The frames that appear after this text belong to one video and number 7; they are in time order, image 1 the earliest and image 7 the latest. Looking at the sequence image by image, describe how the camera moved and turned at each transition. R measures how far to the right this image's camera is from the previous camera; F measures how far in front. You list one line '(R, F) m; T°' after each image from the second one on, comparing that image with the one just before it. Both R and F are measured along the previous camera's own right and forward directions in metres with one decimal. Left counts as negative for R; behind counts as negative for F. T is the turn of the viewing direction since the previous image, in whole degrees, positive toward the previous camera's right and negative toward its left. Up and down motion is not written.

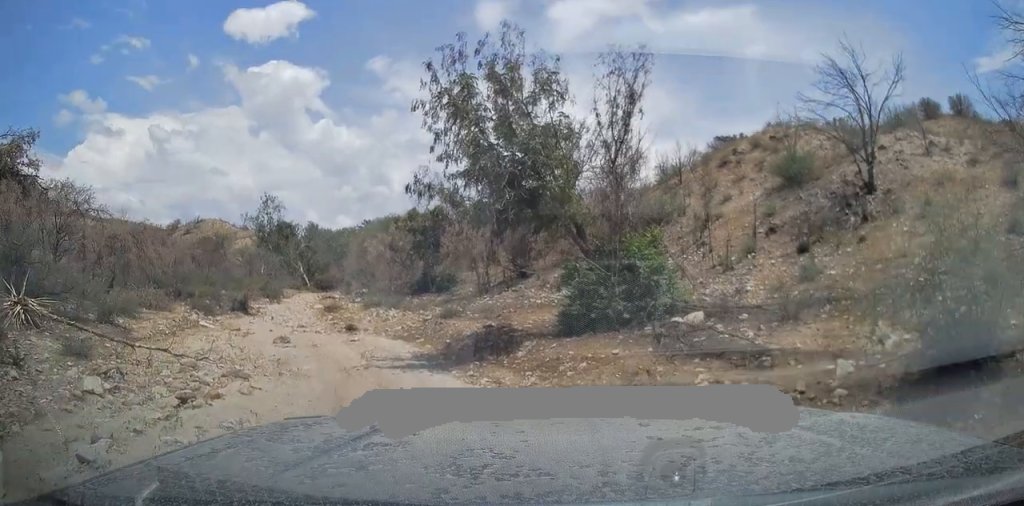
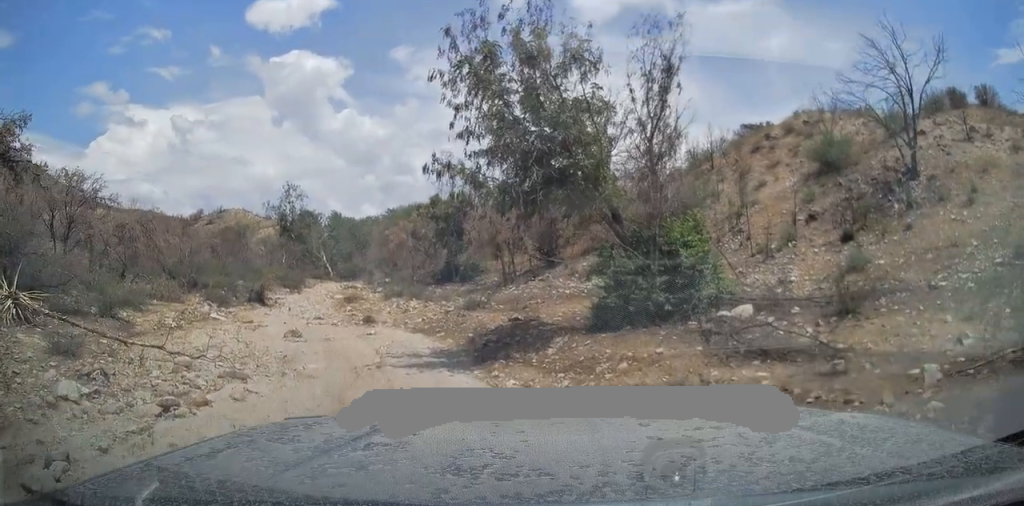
(-0.1, +1.2) m; 0°
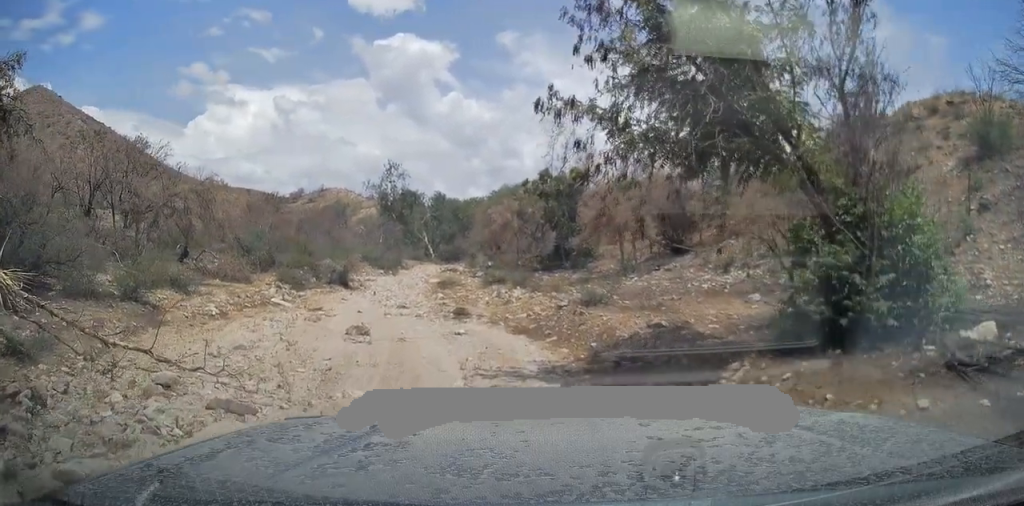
(+0.1, +3.8) m; +2°
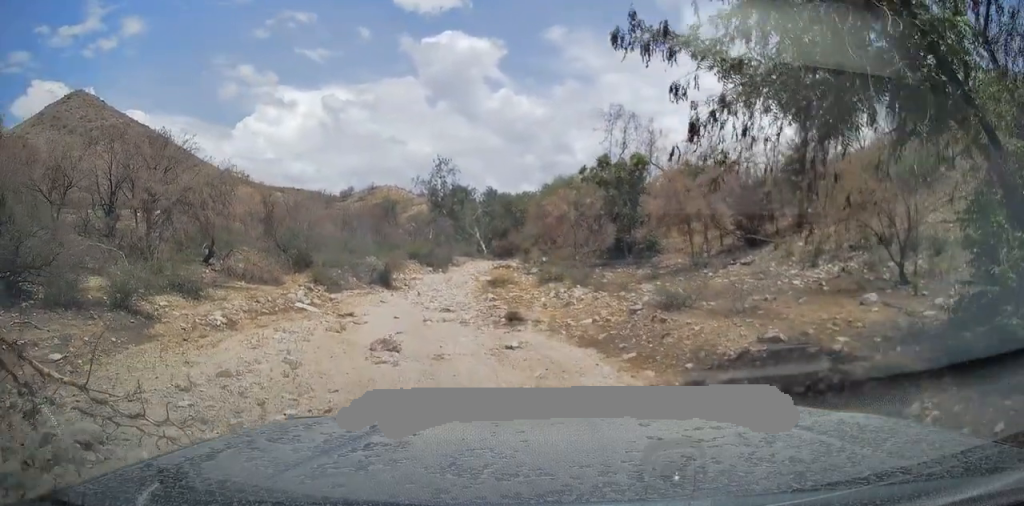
(0.0, +2.5) m; -6°
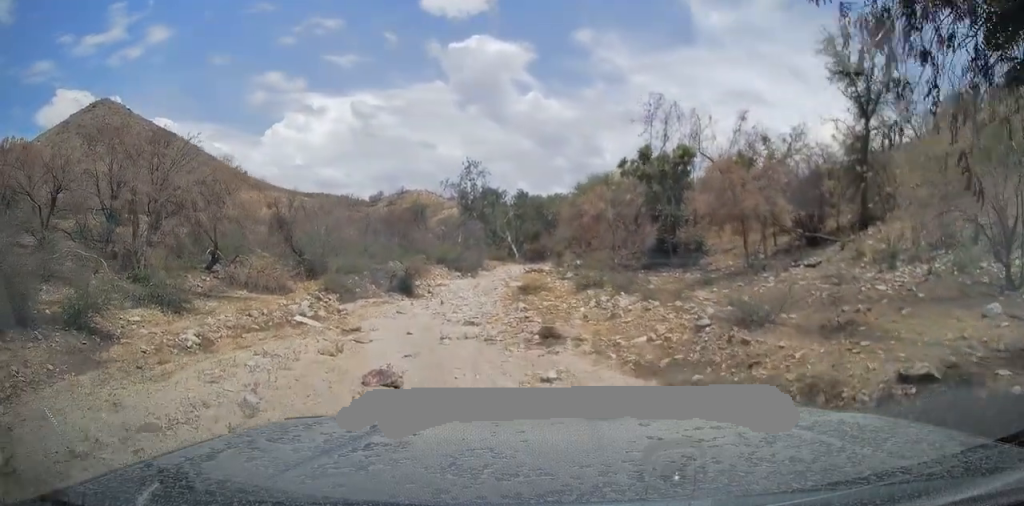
(-0.2, +2.6) m; -3°
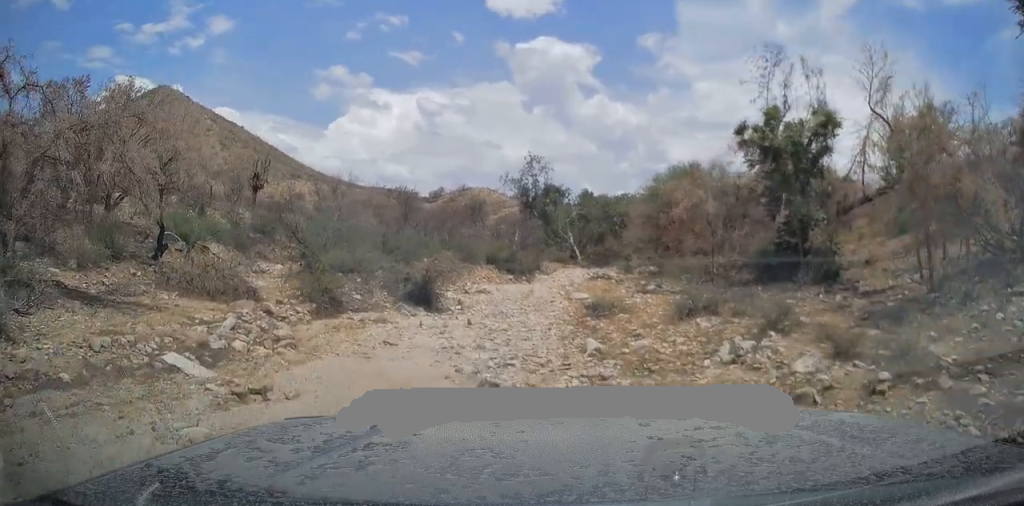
(-0.3, +7.5) m; -11°
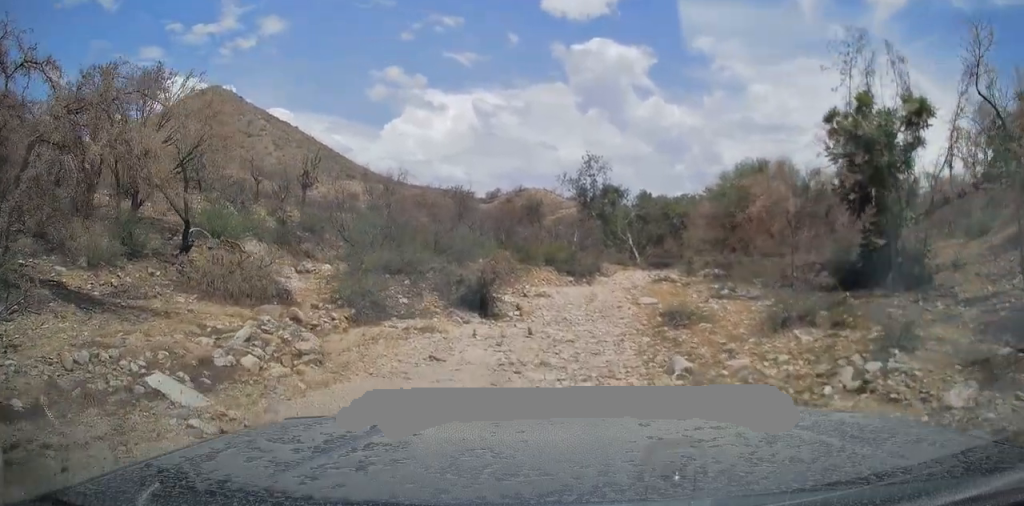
(-0.2, +1.8) m; -4°
